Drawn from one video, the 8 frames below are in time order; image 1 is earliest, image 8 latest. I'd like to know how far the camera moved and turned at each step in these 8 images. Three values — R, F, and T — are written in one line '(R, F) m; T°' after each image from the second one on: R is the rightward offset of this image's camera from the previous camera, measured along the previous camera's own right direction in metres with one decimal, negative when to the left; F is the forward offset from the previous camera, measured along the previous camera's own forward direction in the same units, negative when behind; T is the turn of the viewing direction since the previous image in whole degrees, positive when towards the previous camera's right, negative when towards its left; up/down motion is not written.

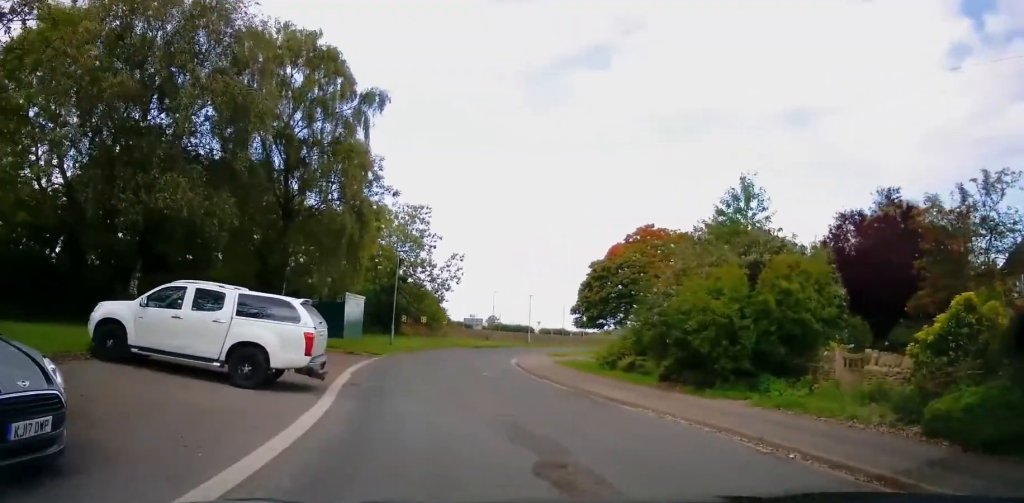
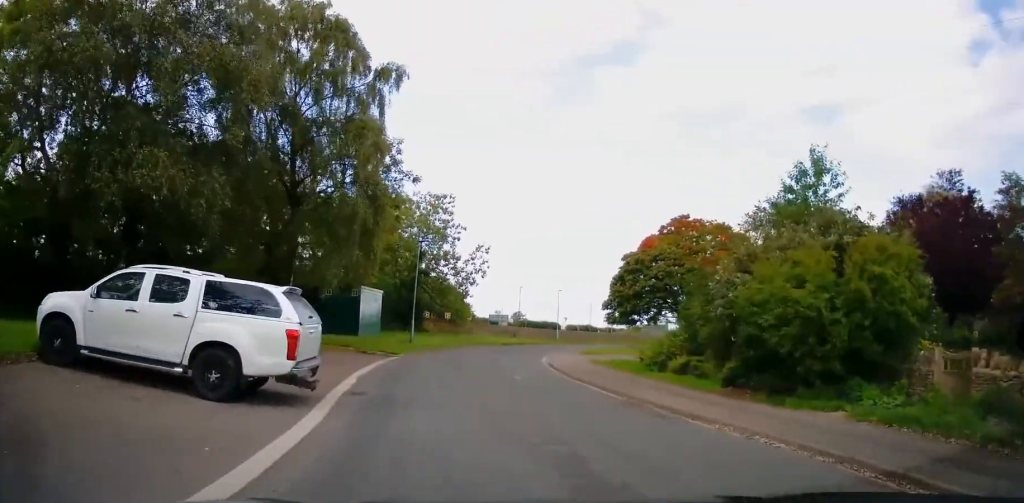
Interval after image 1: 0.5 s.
(-0.1, +2.8) m; -3°
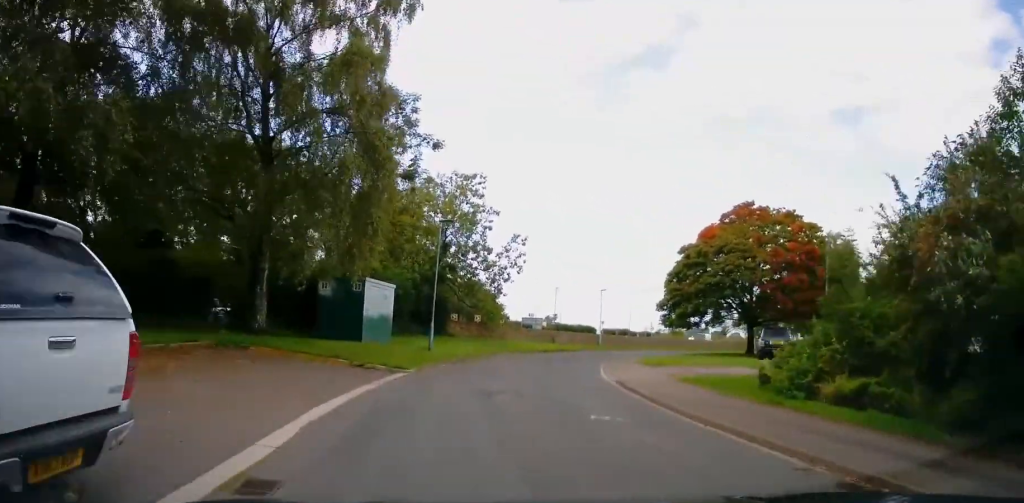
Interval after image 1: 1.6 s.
(-0.4, +6.7) m; -3°
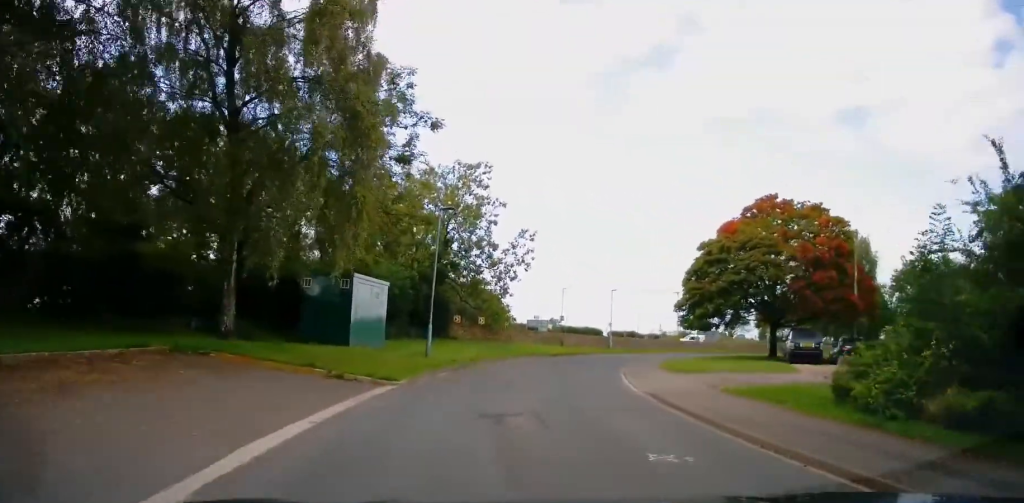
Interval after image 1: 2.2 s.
(-0.1, +3.0) m; +1°
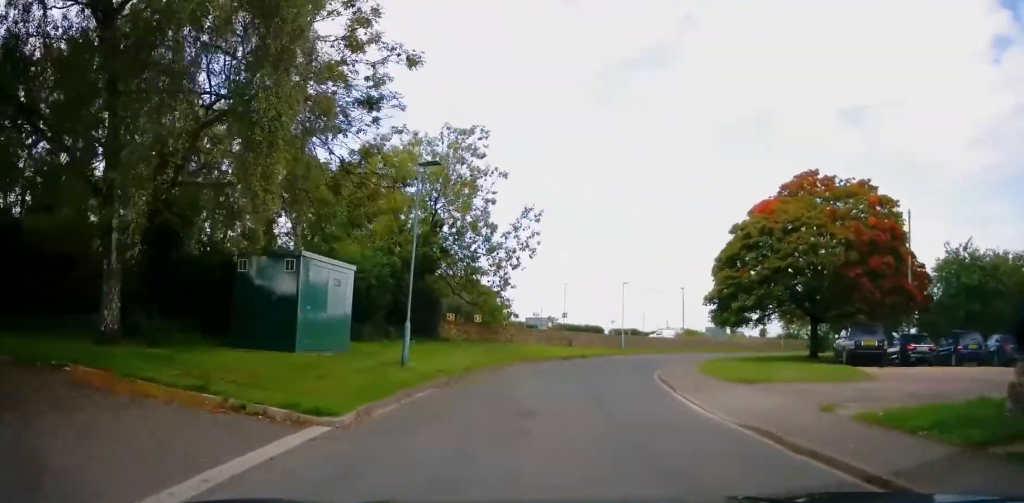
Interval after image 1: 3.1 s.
(+0.3, +5.4) m; +3°
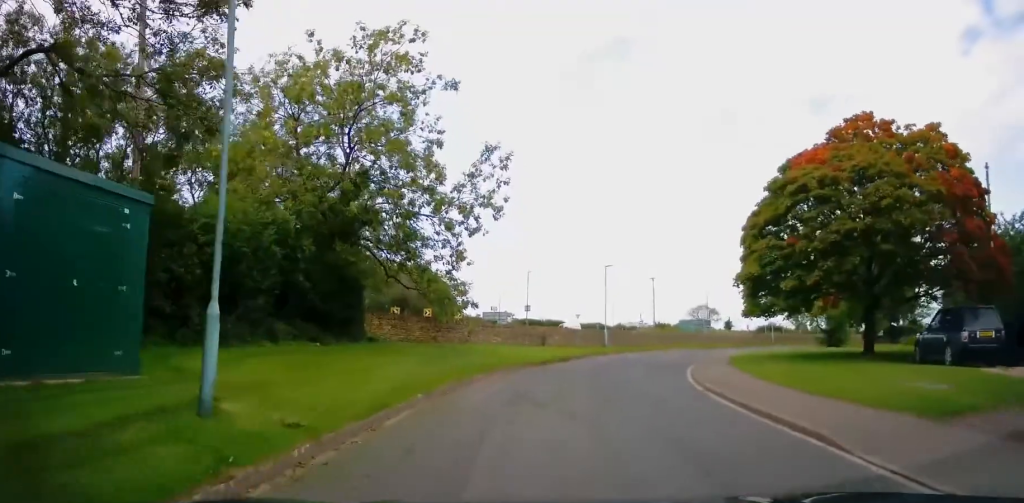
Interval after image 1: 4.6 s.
(0.0, +9.1) m; +1°
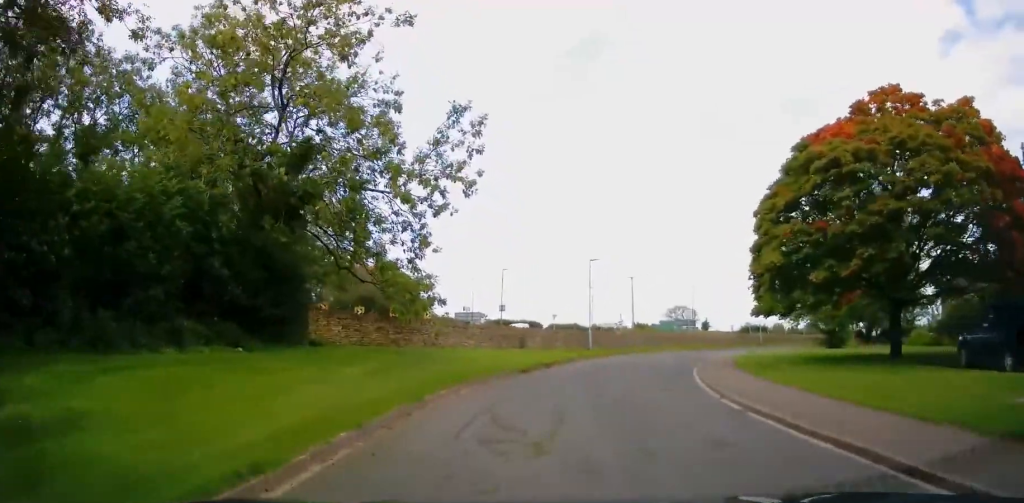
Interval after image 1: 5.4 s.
(+0.1, +4.0) m; +2°
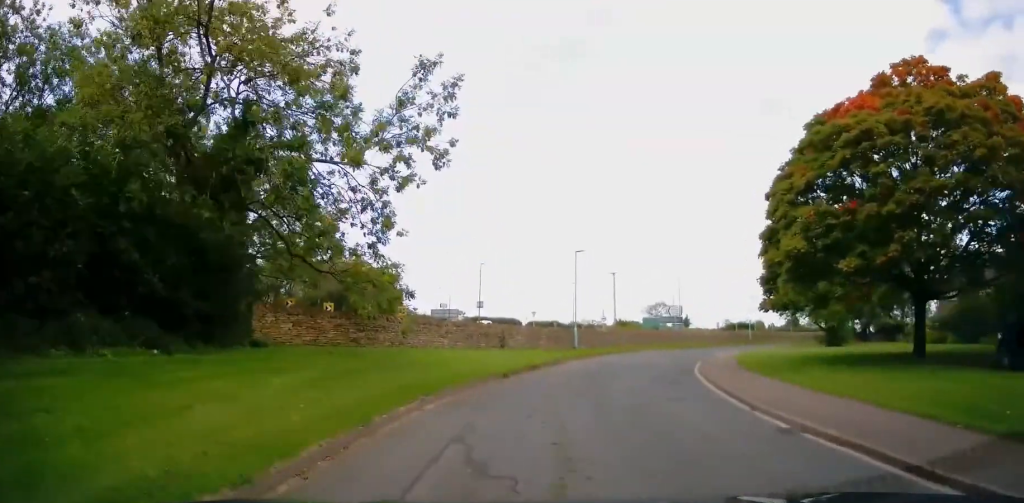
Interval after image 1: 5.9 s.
(+0.1, +2.8) m; +1°
